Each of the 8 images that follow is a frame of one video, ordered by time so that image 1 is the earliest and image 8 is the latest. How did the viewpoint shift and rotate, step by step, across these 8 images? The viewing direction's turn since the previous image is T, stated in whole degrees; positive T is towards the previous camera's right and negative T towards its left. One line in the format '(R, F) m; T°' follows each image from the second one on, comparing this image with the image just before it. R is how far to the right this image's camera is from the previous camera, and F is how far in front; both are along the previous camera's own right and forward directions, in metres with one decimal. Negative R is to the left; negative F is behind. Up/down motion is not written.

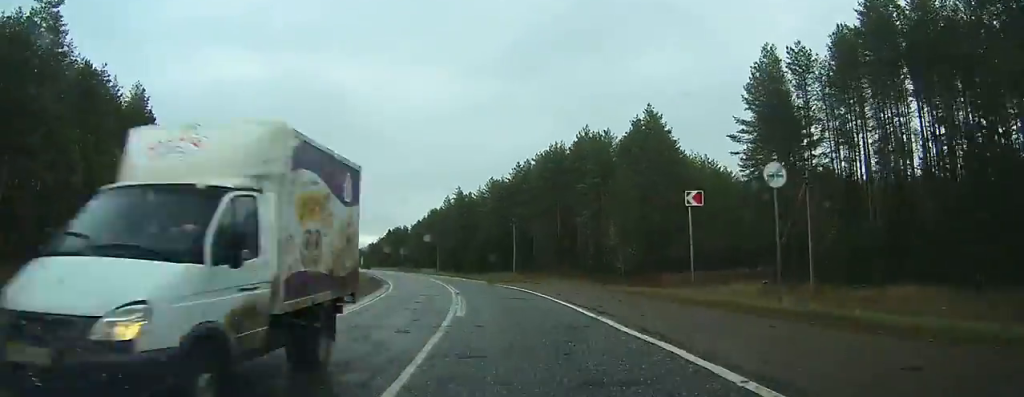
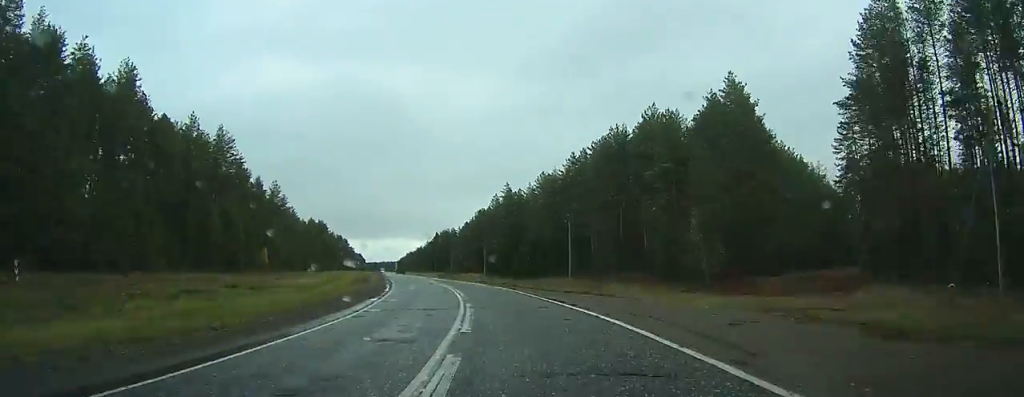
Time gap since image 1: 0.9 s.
(-0.5, +14.1) m; -4°
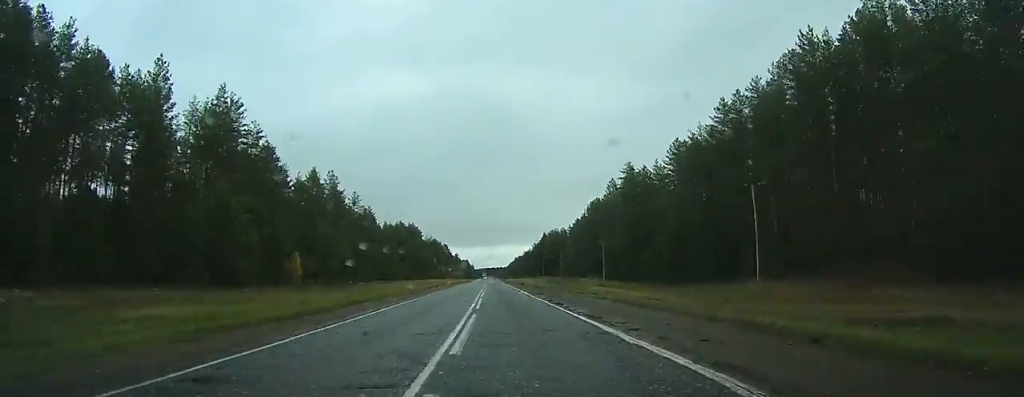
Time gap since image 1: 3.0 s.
(-3.3, +37.7) m; -7°
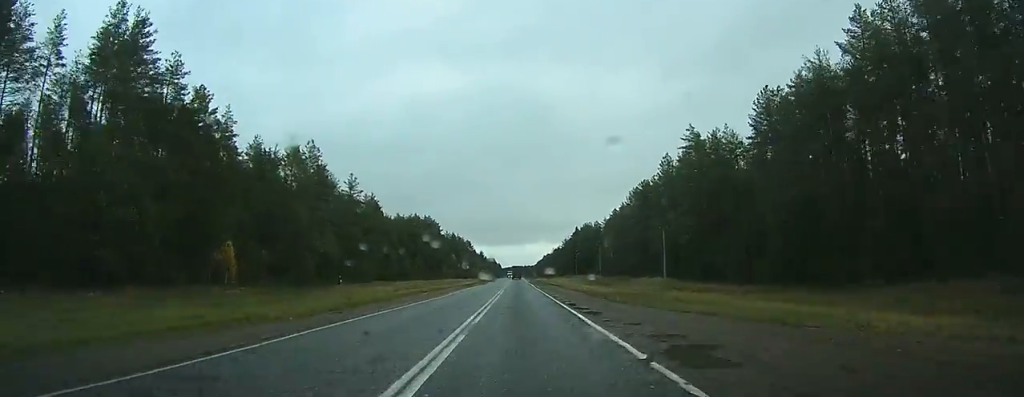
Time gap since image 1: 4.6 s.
(-0.3, +31.1) m; -4°
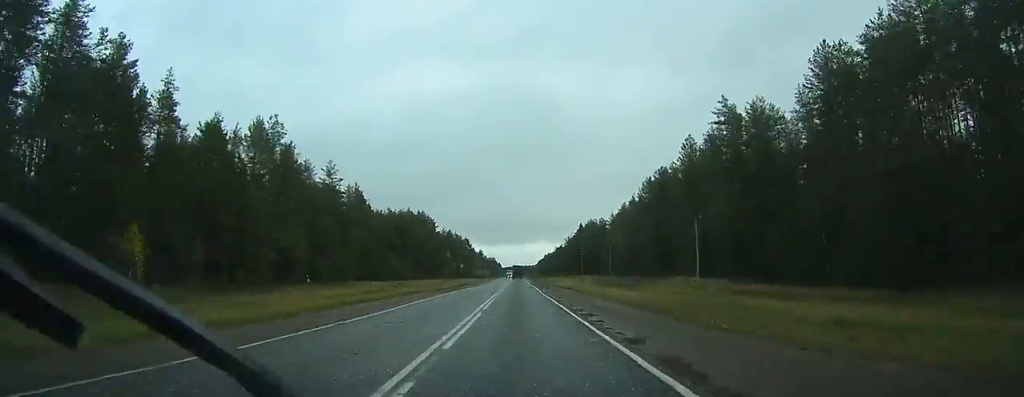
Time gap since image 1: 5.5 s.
(-1.0, +18.9) m; -2°
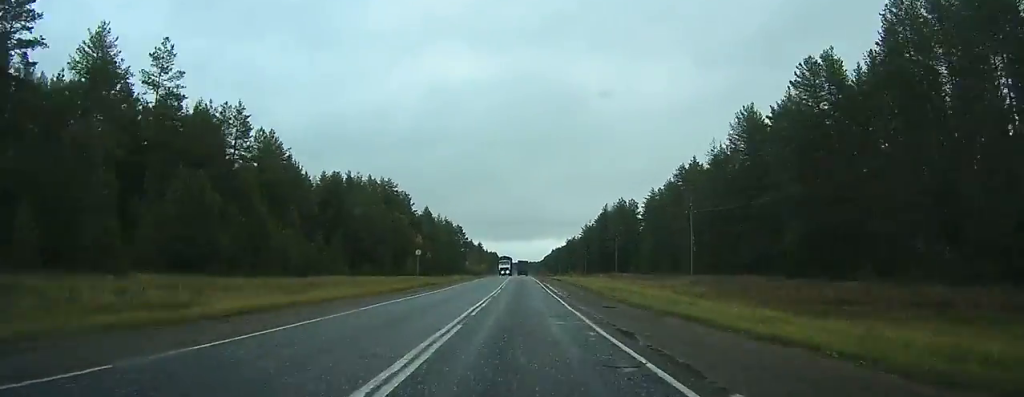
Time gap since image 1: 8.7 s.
(-2.9, +70.8) m; -3°
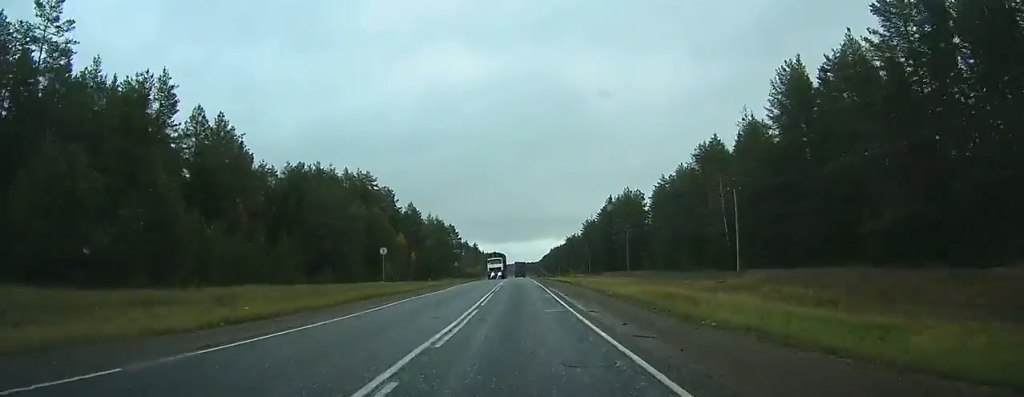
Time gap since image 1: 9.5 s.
(+0.1, +19.3) m; 0°
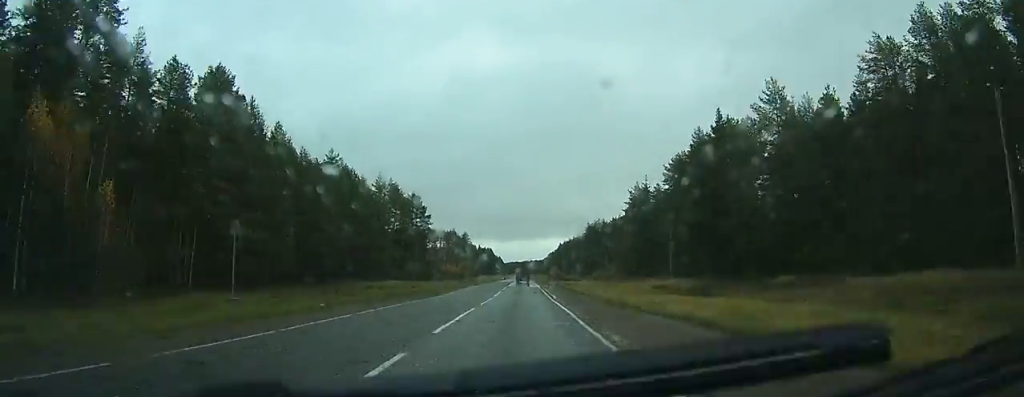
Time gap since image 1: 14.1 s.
(-0.1, +101.0) m; 0°
